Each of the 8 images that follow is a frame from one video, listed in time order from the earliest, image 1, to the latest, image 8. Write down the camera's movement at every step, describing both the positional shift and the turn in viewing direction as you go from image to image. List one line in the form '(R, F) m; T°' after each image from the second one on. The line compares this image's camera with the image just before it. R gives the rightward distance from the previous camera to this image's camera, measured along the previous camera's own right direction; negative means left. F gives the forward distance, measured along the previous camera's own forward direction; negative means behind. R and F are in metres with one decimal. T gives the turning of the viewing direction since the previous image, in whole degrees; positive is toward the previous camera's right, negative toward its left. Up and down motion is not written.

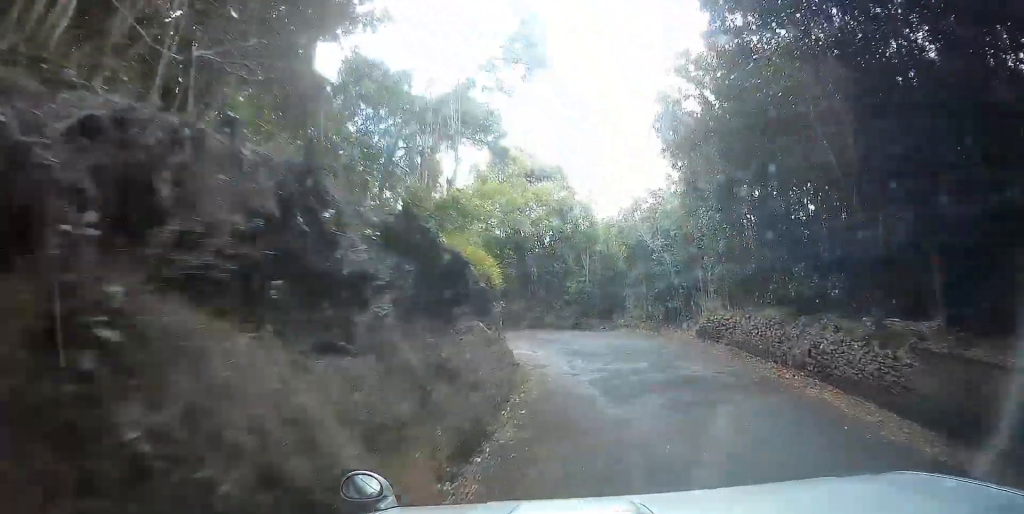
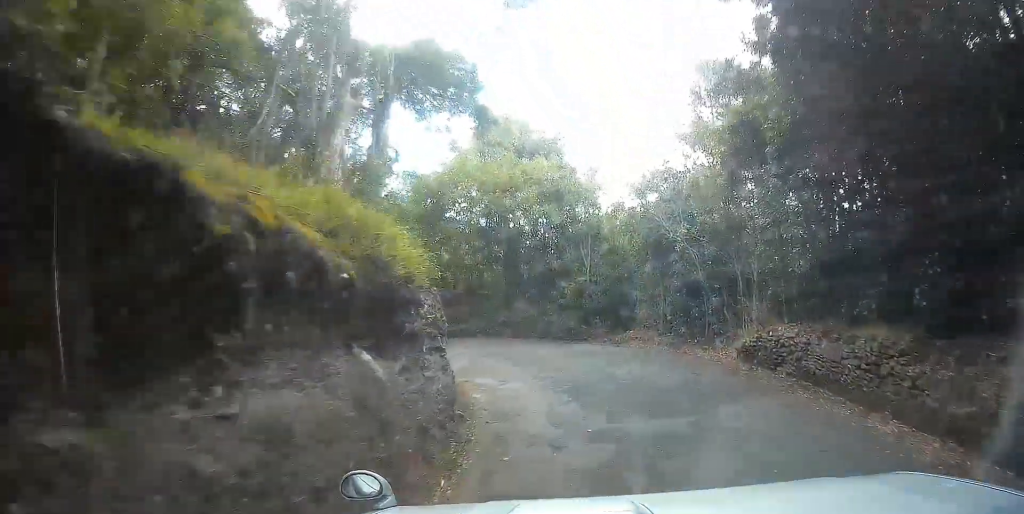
(0.0, +4.7) m; -2°
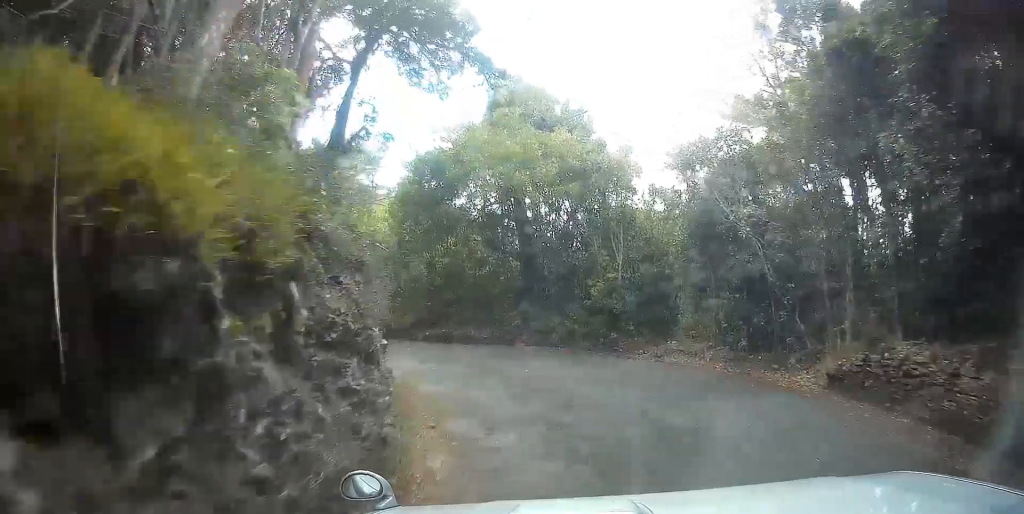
(0.0, +3.8) m; -3°
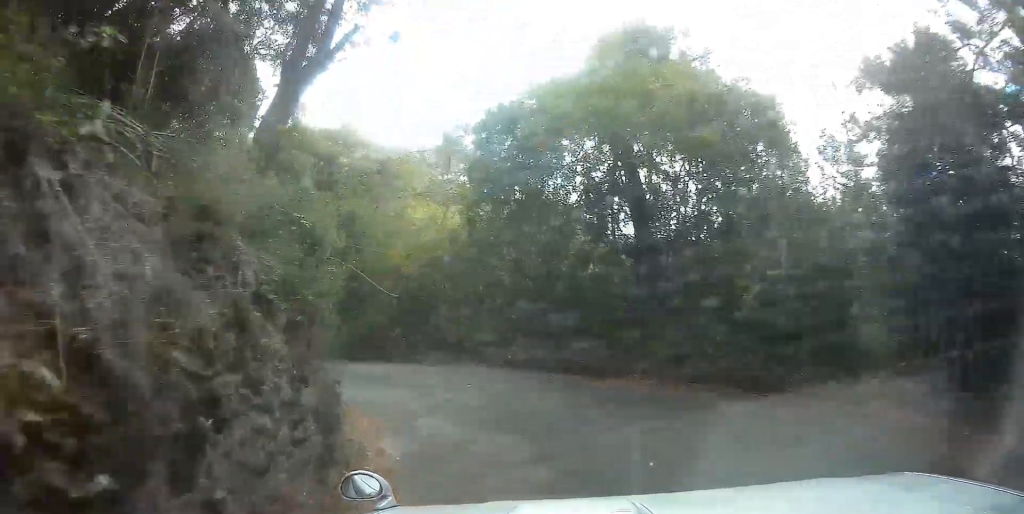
(-0.3, +6.0) m; -7°
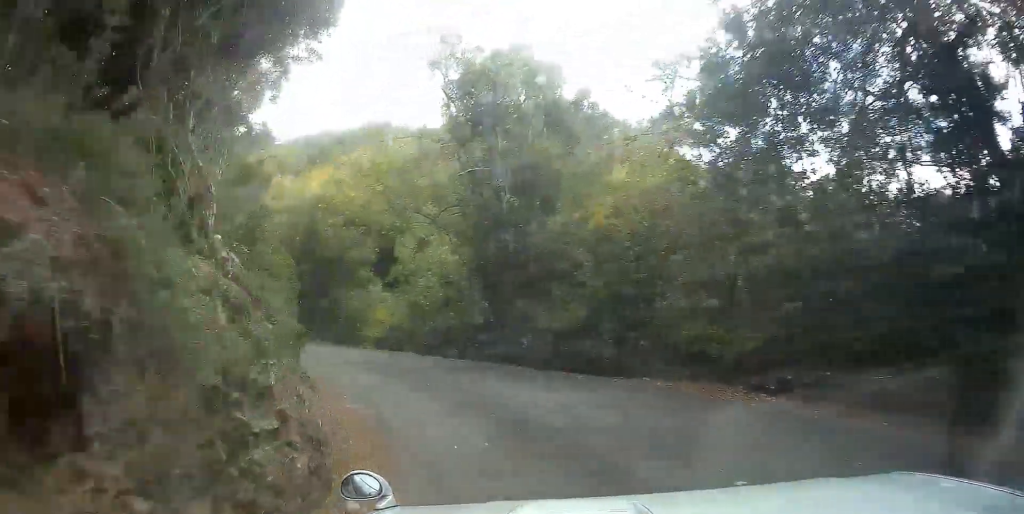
(-0.7, +7.4) m; -12°
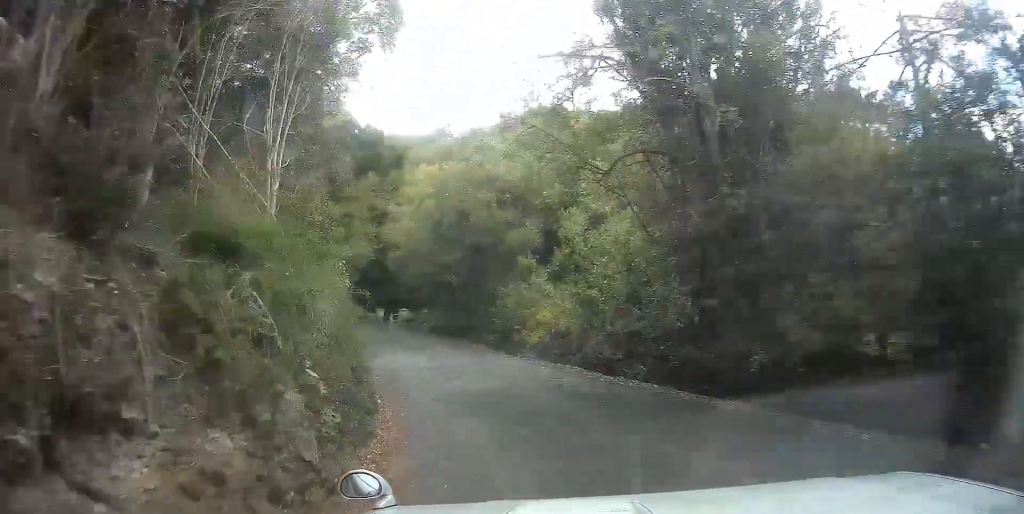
(-0.6, +5.7) m; -13°
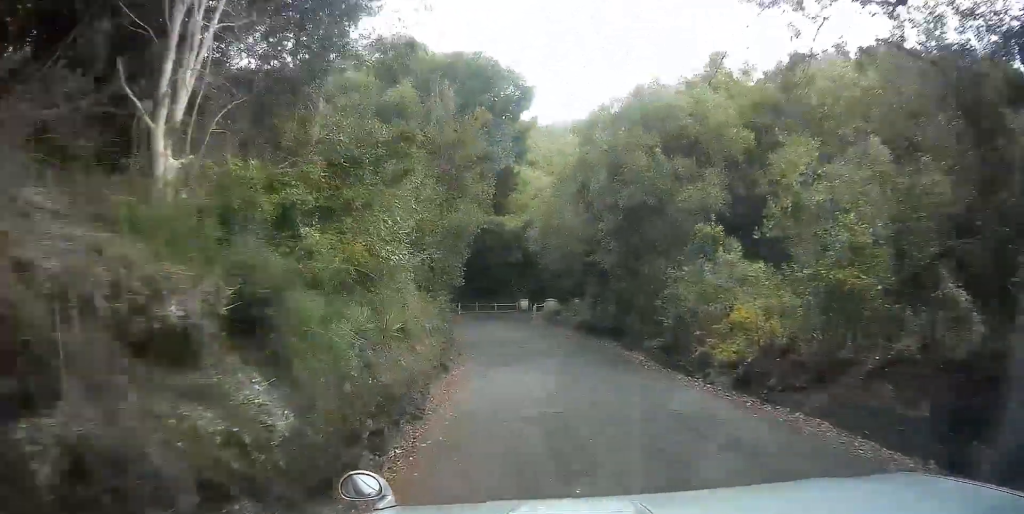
(-1.0, +6.1) m; -21°
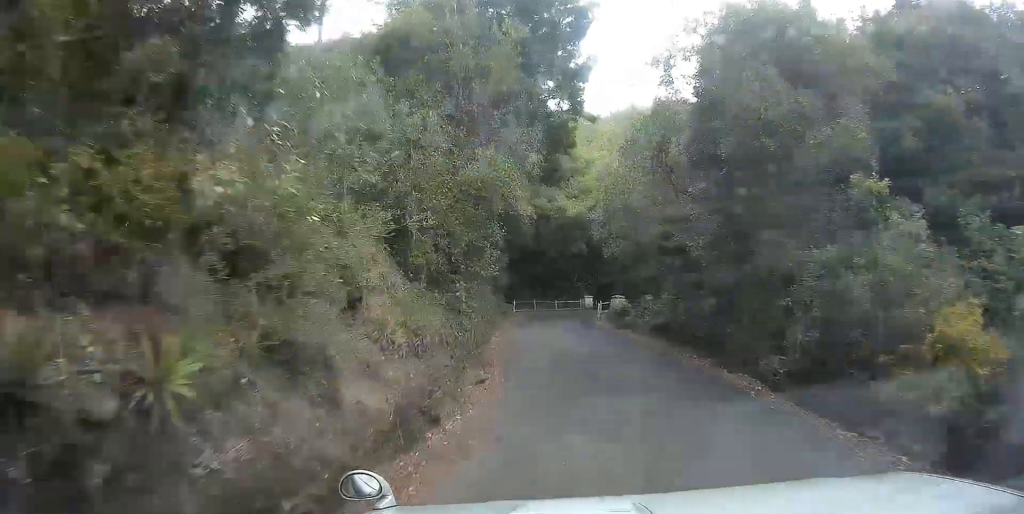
(-0.5, +4.2) m; -16°
